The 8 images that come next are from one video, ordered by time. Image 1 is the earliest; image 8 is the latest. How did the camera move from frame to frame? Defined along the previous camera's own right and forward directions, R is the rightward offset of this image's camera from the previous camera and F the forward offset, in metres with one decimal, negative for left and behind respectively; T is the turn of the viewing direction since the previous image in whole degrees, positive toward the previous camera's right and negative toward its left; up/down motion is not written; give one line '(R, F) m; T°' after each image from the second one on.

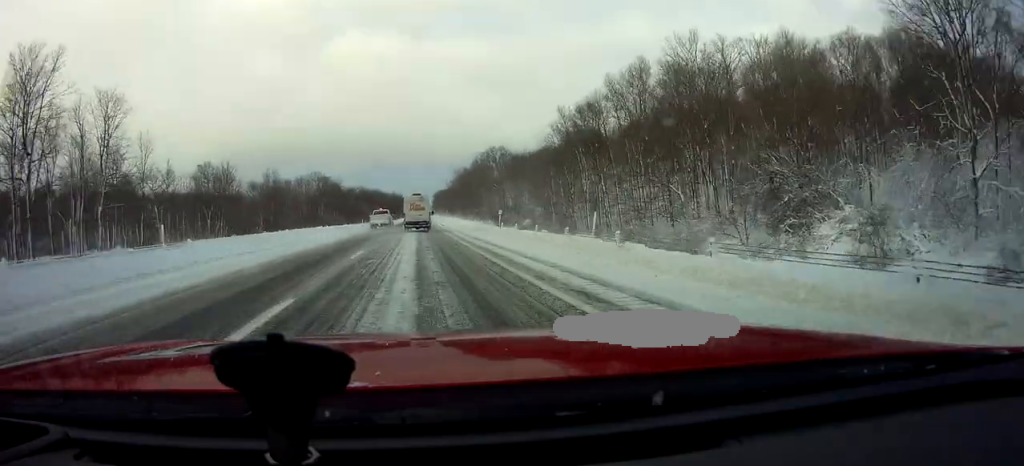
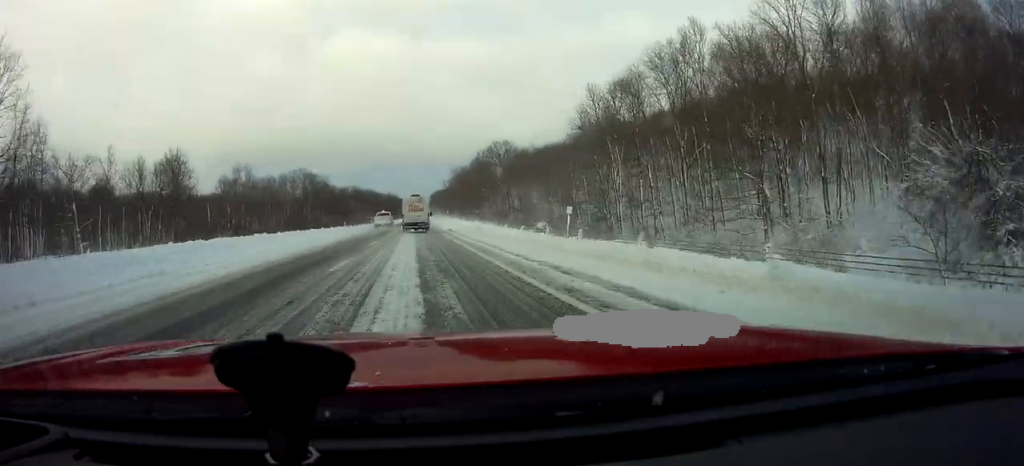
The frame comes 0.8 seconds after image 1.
(-0.1, +15.9) m; 0°
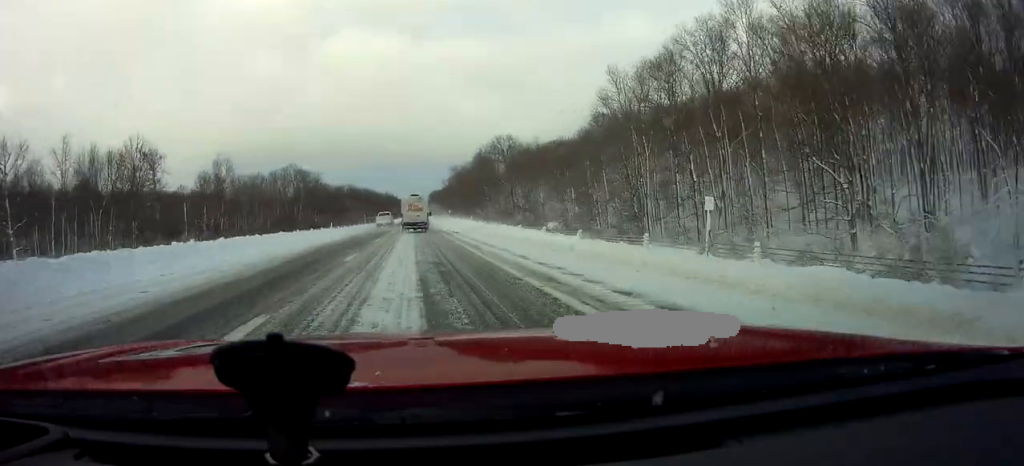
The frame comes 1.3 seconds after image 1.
(+0.2, +9.3) m; +1°
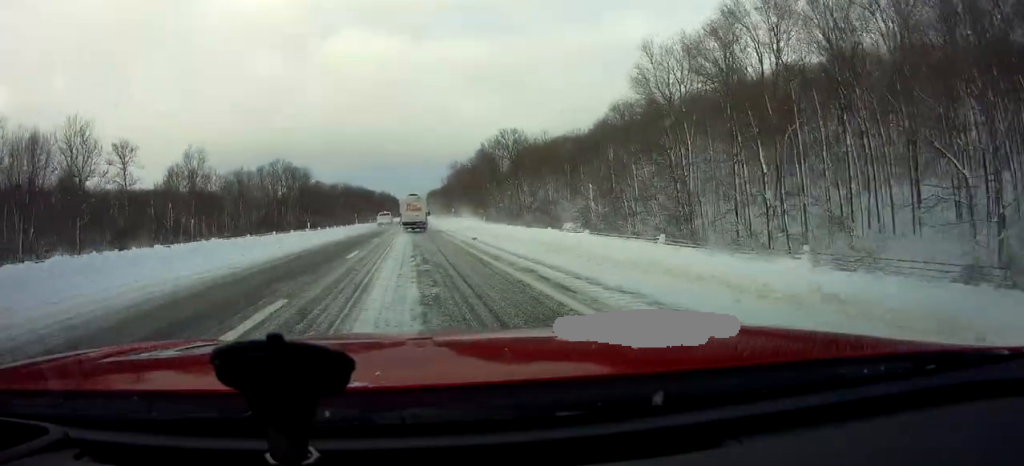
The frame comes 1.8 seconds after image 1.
(+0.1, +10.8) m; 0°
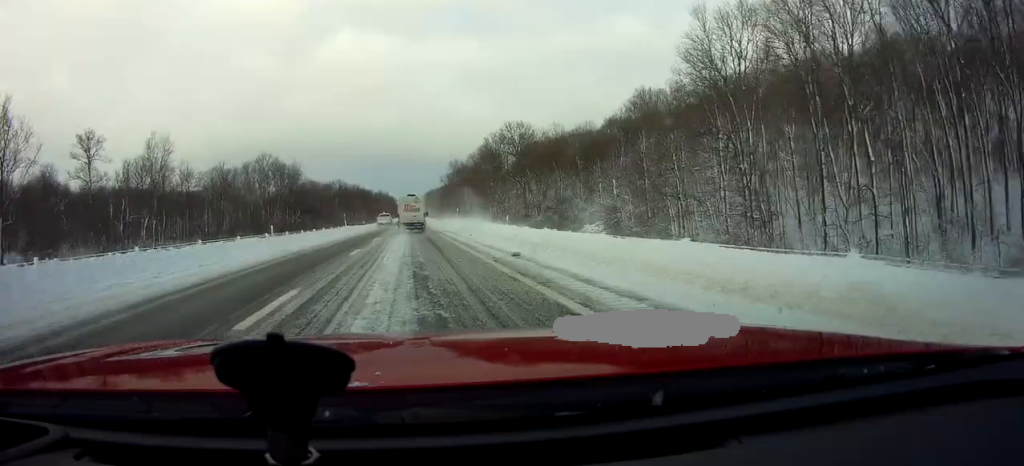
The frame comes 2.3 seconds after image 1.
(0.0, +11.0) m; 0°
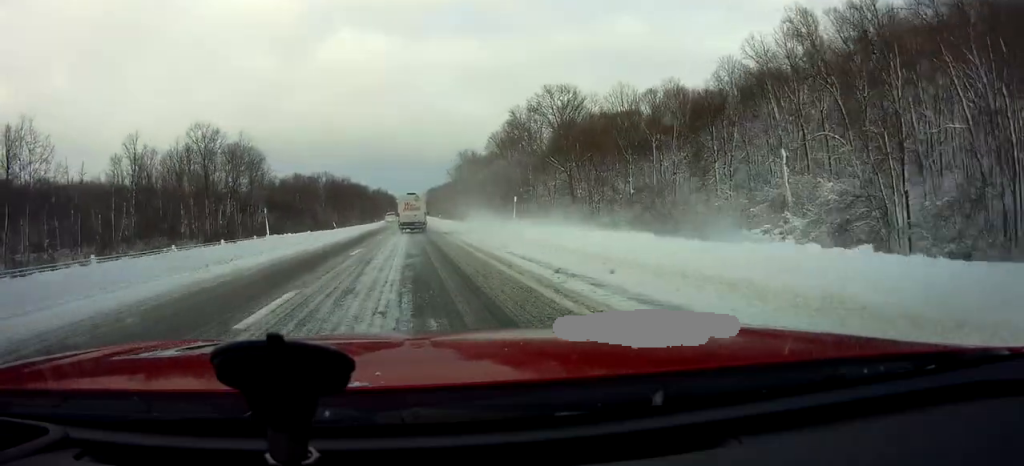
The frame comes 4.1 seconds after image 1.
(+0.7, +36.7) m; +1°
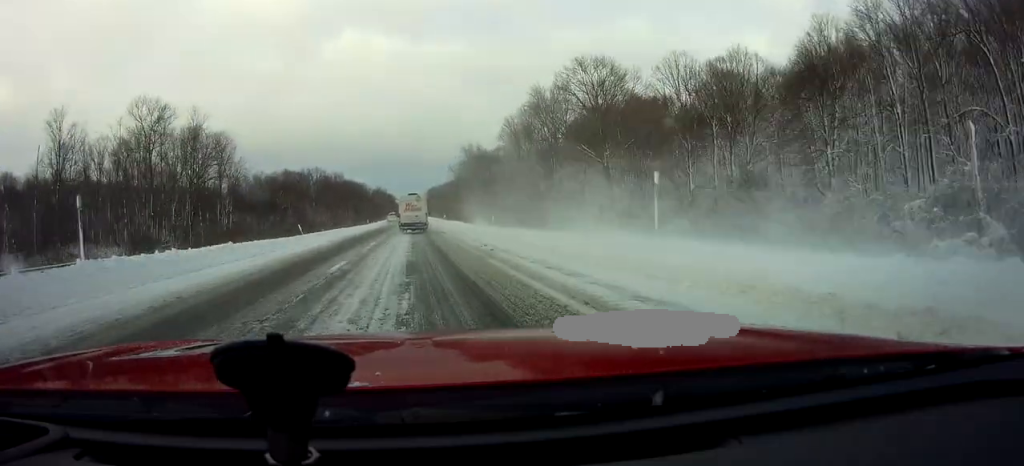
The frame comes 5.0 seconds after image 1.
(-0.2, +17.9) m; -1°
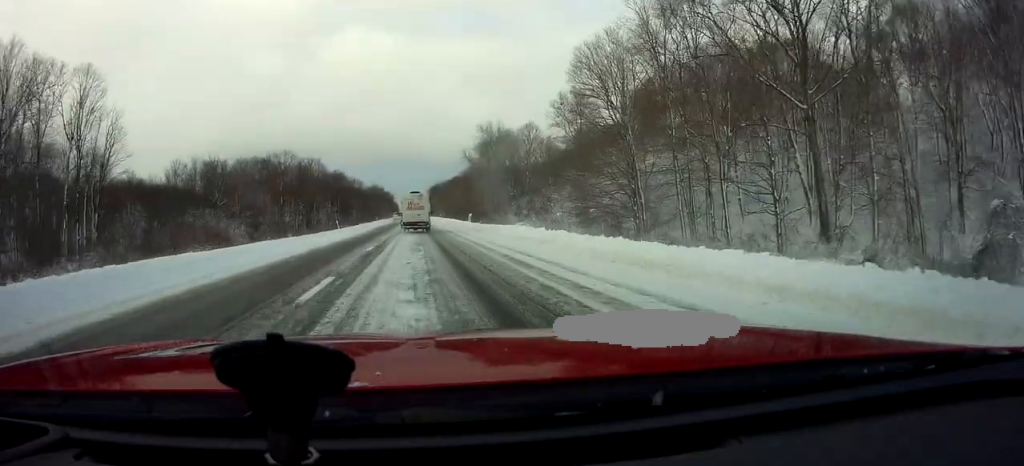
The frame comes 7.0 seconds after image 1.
(+0.4, +42.1) m; +2°
